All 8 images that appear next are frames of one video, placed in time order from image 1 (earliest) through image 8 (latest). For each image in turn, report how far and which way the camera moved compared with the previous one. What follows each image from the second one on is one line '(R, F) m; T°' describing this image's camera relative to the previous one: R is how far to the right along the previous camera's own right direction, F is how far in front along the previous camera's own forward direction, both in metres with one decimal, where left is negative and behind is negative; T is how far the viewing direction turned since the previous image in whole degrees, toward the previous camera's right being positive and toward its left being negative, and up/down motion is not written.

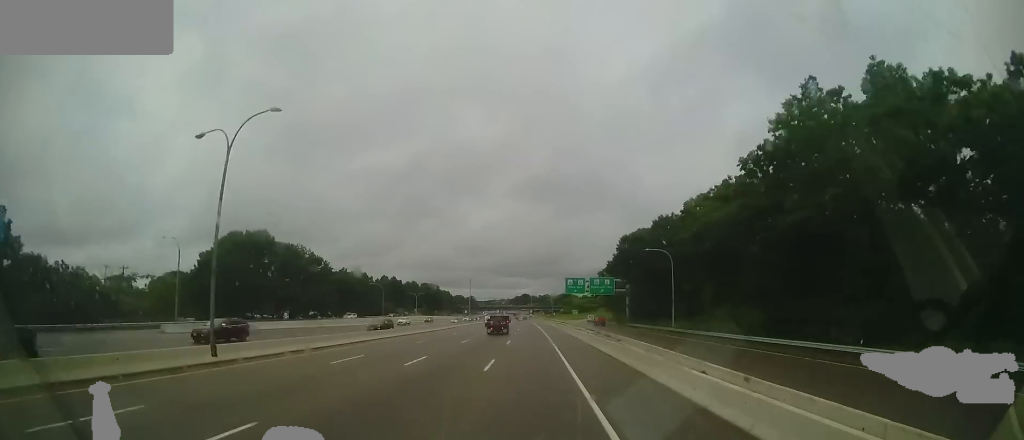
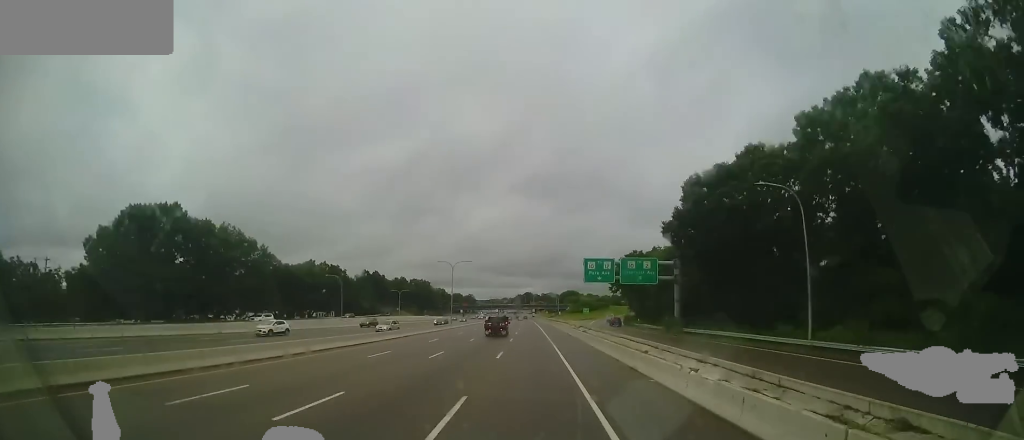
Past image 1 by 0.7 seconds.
(-0.2, +20.7) m; -1°
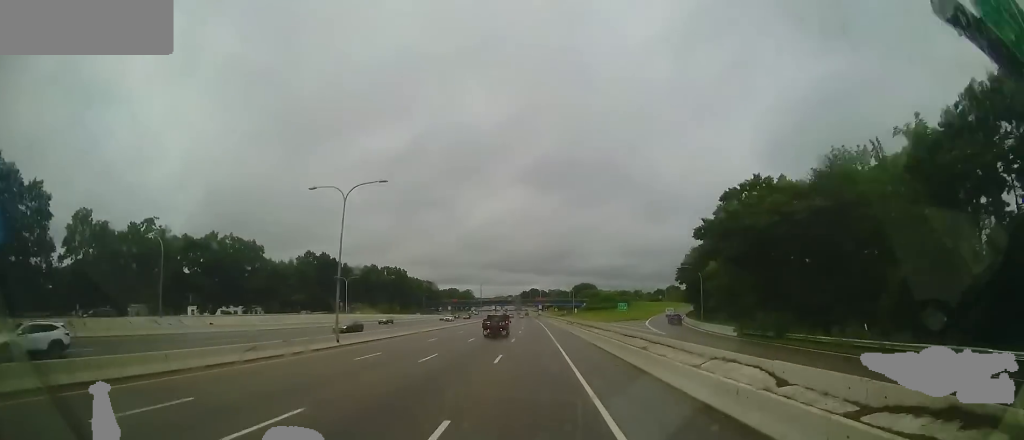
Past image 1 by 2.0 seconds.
(-0.2, +37.9) m; -1°
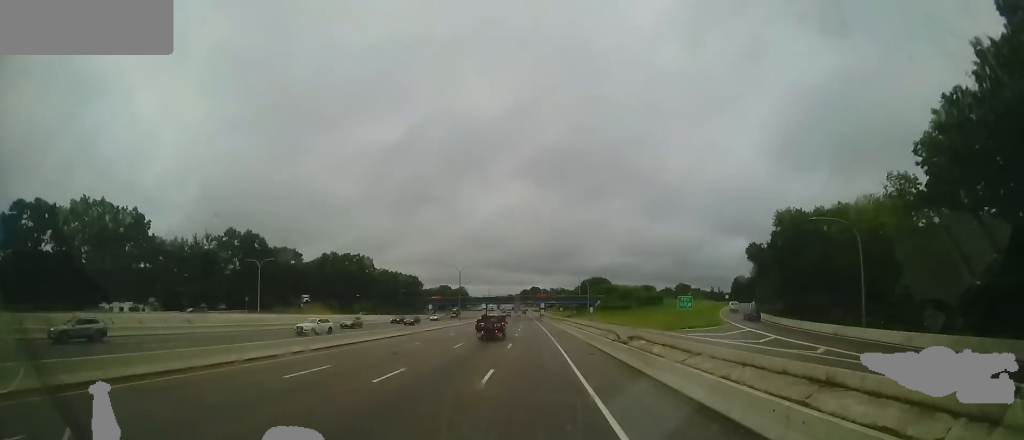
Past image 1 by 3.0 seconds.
(-0.1, +28.6) m; 0°
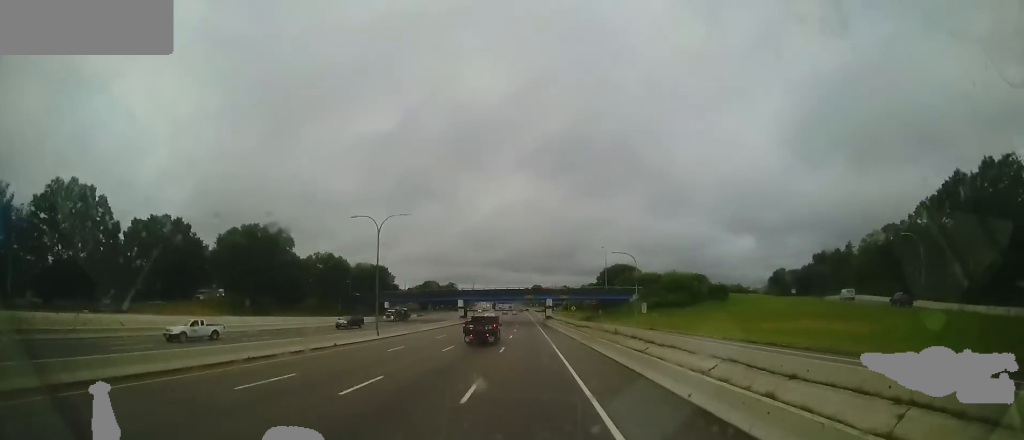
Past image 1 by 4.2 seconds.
(-0.1, +40.0) m; 0°
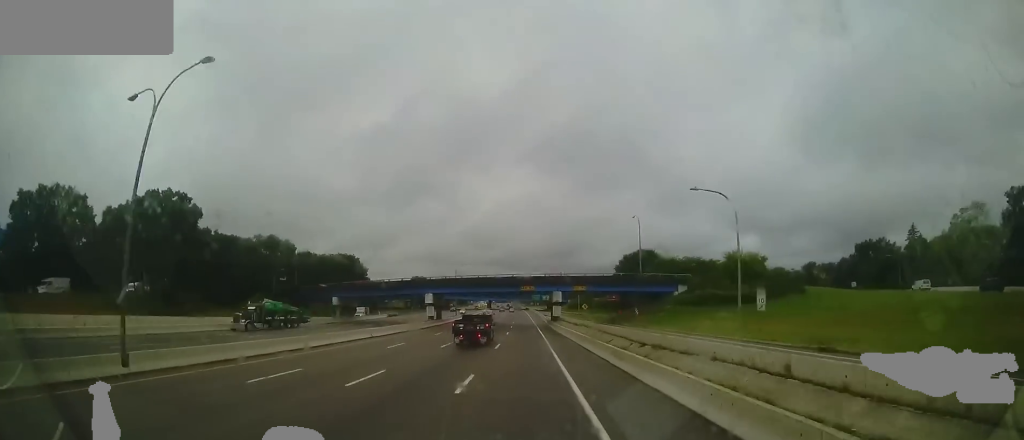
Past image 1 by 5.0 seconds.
(0.0, +24.0) m; 0°
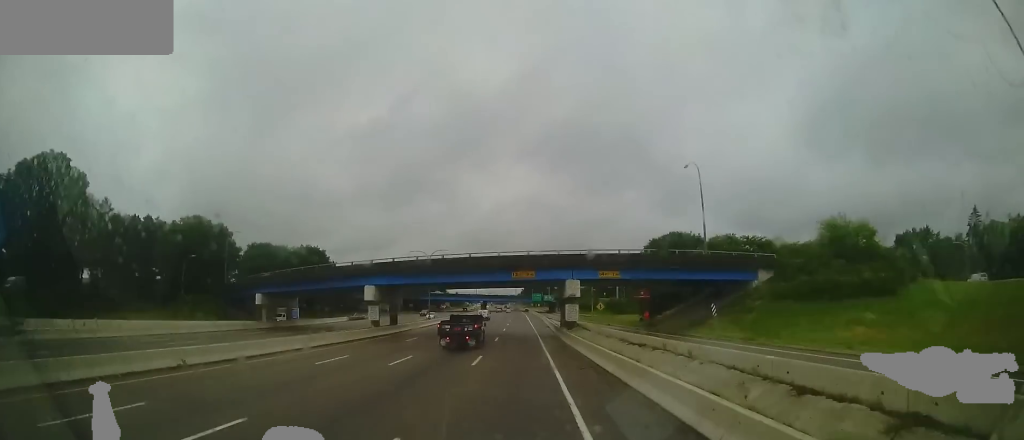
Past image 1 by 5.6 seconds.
(0.0, +20.4) m; 0°
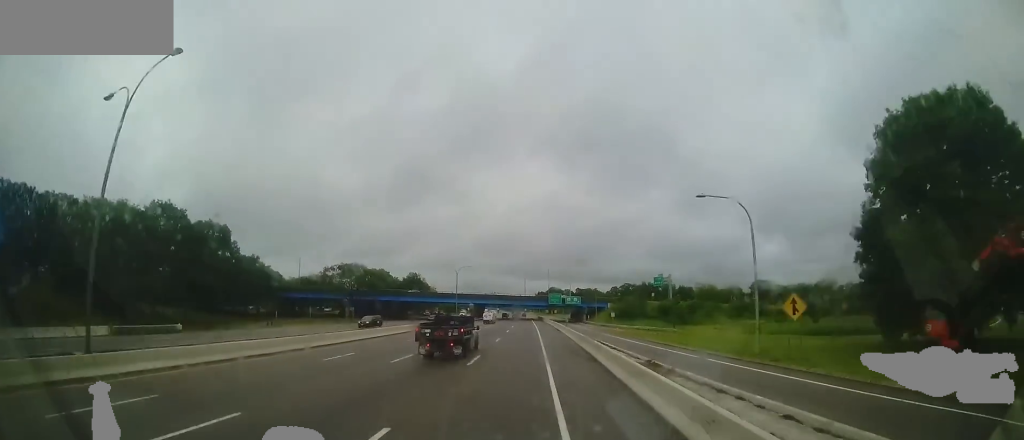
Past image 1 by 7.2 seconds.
(-1.0, +55.0) m; -2°
